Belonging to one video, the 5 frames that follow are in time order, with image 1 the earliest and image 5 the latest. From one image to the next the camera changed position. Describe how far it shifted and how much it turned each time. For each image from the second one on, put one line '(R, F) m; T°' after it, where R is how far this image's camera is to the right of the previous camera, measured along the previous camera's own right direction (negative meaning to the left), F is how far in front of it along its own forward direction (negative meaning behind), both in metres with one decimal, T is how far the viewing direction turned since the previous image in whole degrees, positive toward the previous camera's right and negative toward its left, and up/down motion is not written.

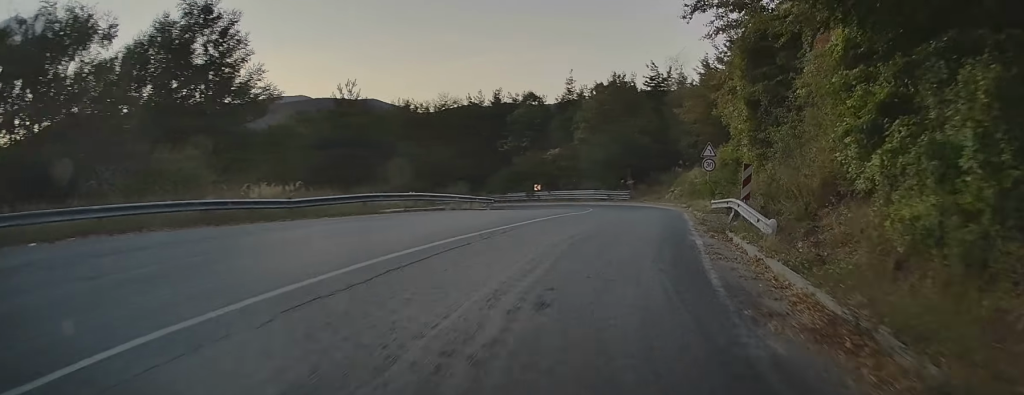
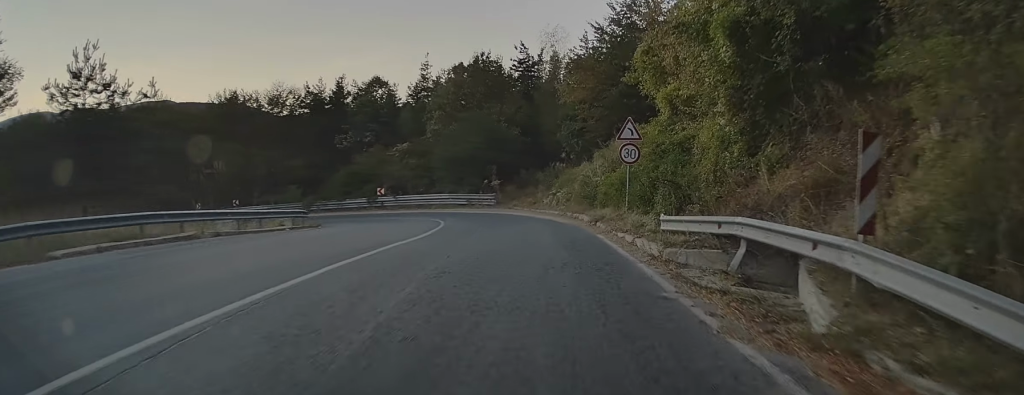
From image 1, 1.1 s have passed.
(+2.0, +12.2) m; +8°
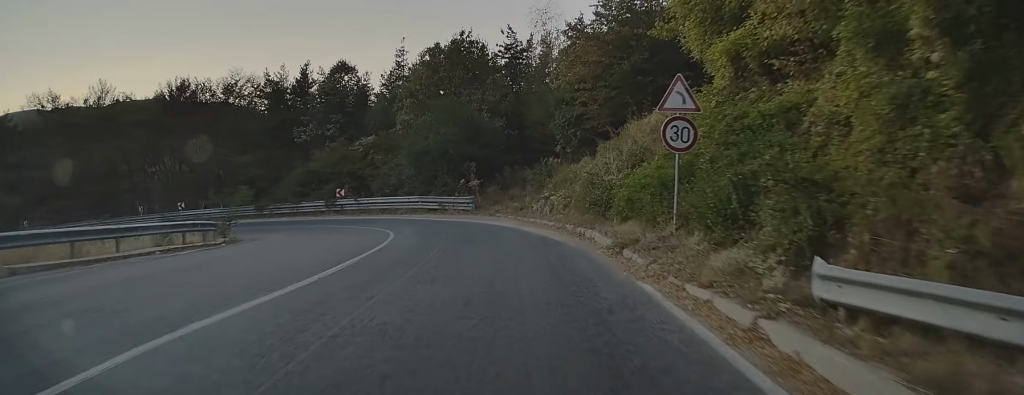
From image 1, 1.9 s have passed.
(-0.2, +8.4) m; -1°
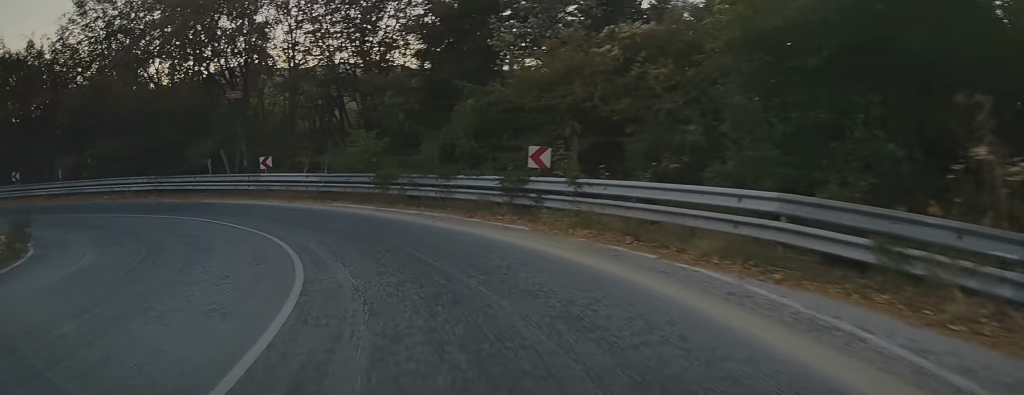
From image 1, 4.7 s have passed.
(-5.6, +29.9) m; -30°
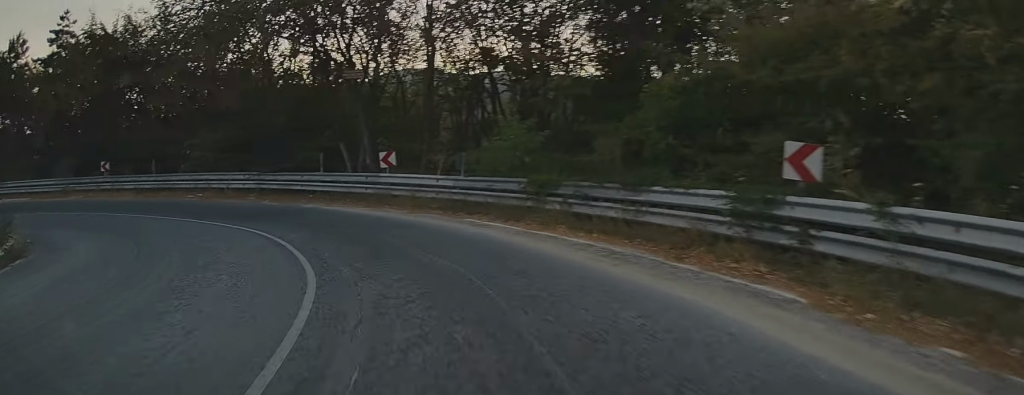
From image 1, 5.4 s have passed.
(-0.5, +7.1) m; -10°
